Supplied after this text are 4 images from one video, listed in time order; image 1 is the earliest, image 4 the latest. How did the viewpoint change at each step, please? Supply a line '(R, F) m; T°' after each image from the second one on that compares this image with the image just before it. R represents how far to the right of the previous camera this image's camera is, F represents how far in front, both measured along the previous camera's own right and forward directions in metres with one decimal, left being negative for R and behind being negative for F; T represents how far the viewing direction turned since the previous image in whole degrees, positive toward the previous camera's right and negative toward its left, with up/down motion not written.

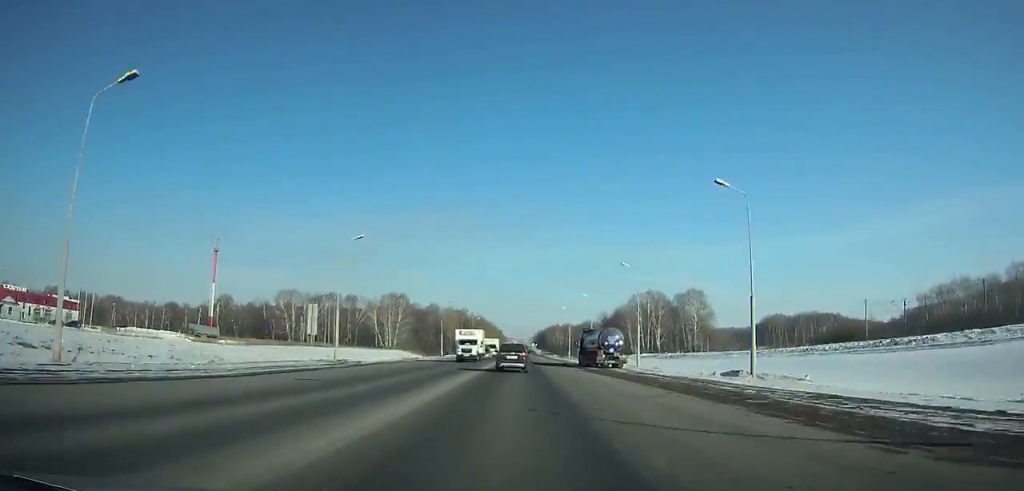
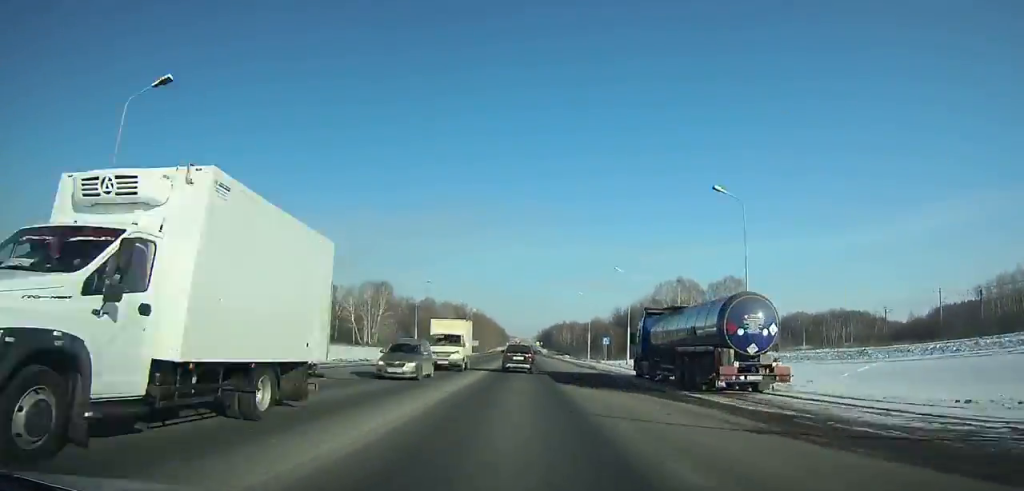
(0.0, +28.6) m; 0°
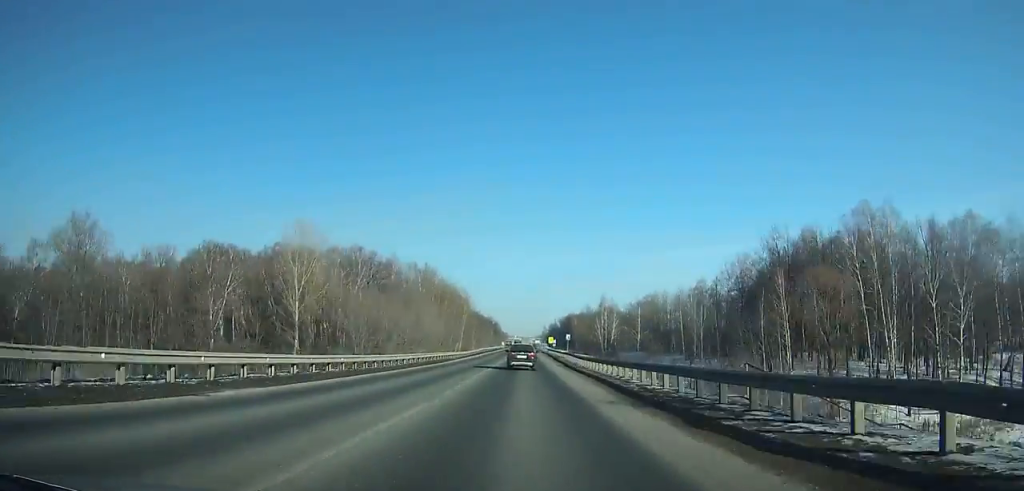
(-0.3, +148.8) m; 0°
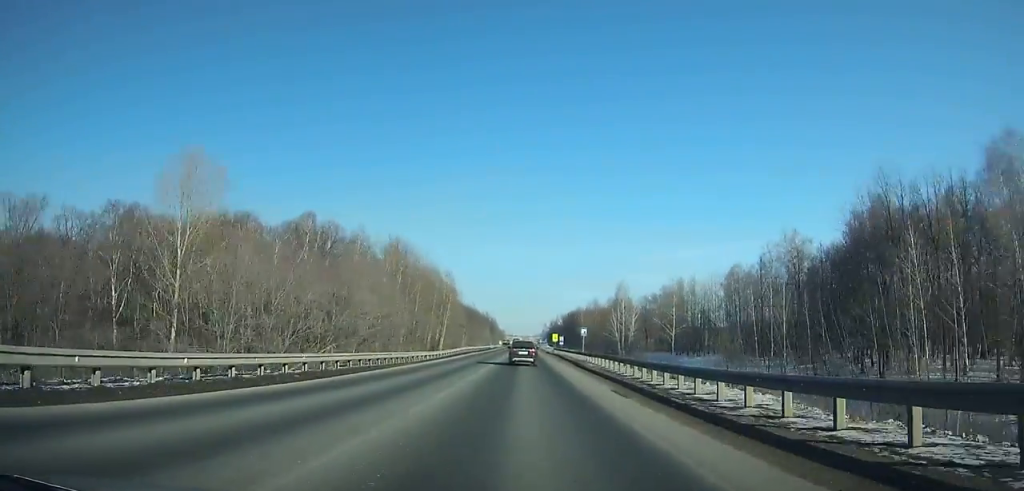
(+0.1, +28.9) m; 0°
